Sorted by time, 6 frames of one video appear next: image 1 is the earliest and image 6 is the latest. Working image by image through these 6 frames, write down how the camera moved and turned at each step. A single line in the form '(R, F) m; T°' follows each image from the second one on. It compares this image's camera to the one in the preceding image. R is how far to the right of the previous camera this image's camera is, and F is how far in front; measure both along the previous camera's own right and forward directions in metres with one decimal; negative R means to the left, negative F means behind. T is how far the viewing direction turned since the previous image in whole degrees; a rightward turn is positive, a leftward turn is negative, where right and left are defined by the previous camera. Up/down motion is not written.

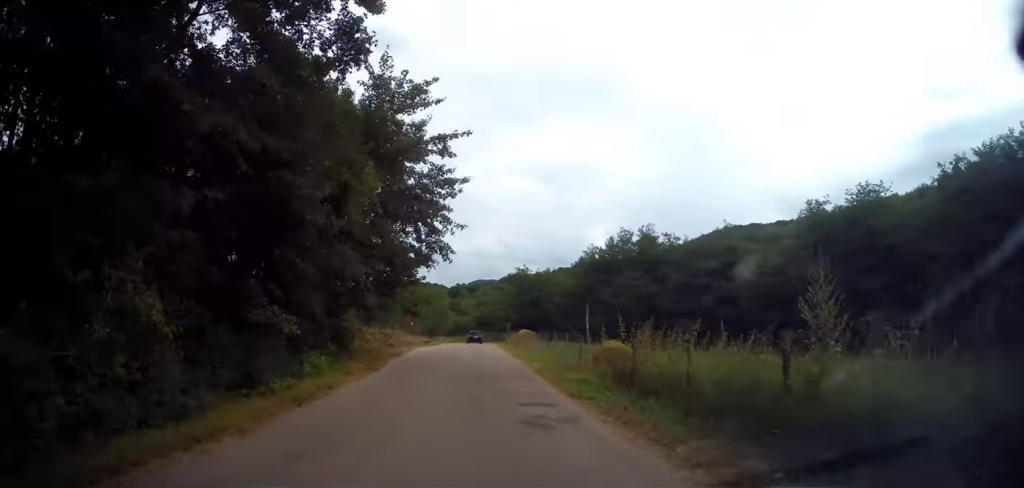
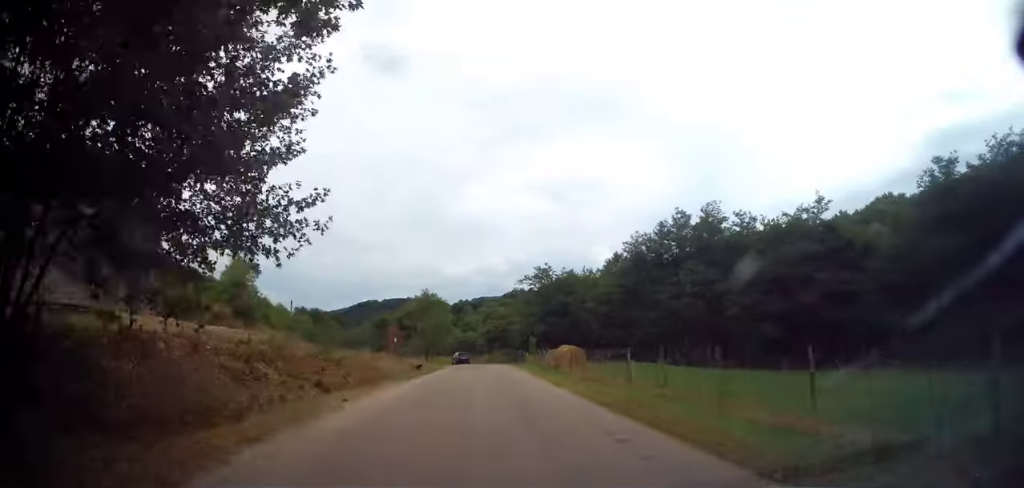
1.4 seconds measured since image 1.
(-0.6, +17.2) m; -2°
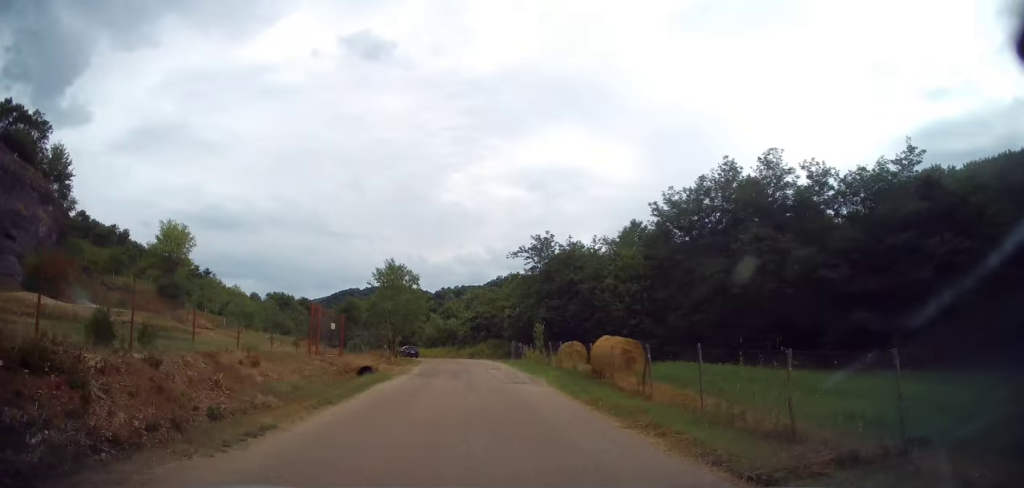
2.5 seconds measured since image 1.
(0.0, +13.2) m; +2°
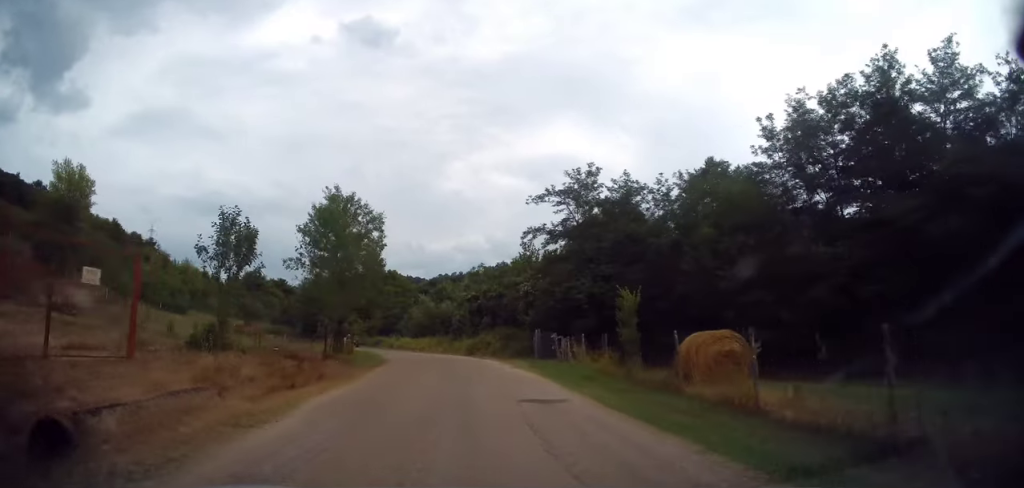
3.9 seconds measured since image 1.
(+0.2, +17.1) m; 0°
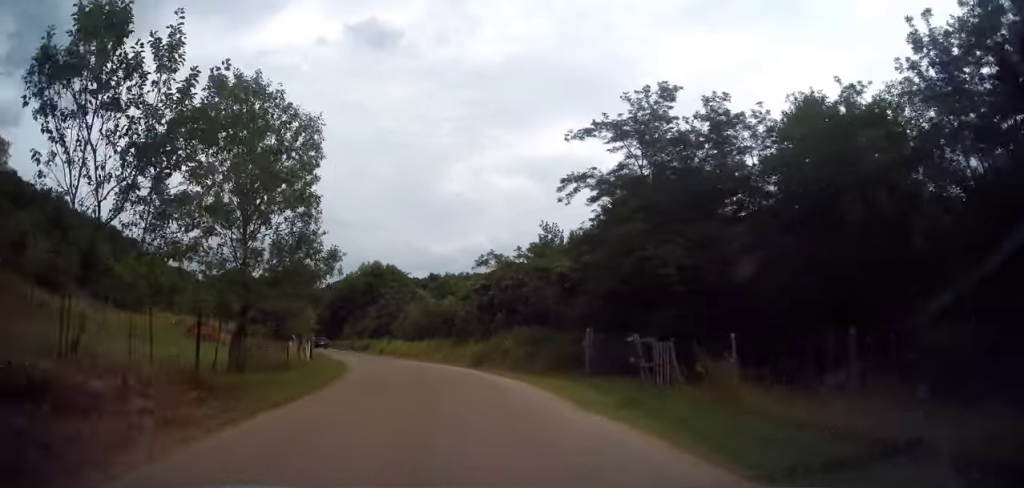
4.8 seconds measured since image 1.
(-0.1, +11.3) m; -1°
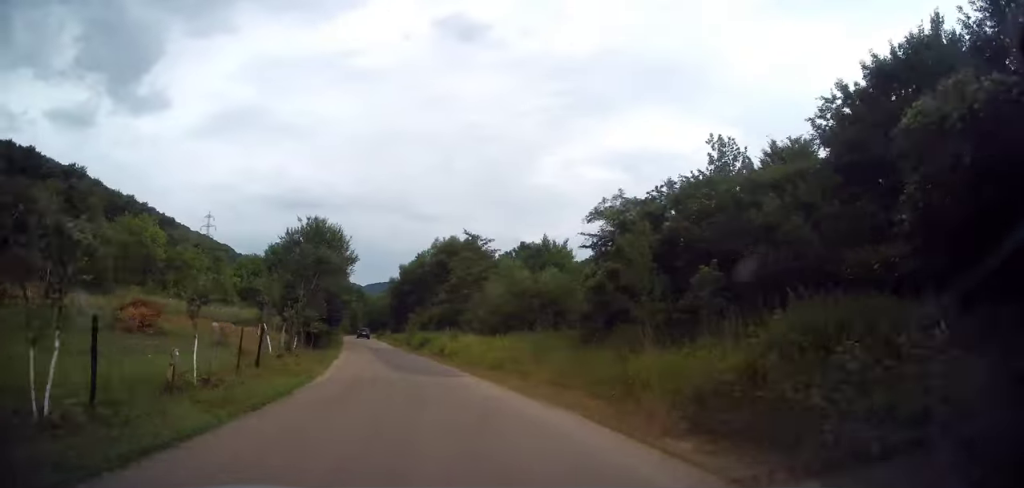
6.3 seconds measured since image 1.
(-1.1, +19.6) m; -10°
